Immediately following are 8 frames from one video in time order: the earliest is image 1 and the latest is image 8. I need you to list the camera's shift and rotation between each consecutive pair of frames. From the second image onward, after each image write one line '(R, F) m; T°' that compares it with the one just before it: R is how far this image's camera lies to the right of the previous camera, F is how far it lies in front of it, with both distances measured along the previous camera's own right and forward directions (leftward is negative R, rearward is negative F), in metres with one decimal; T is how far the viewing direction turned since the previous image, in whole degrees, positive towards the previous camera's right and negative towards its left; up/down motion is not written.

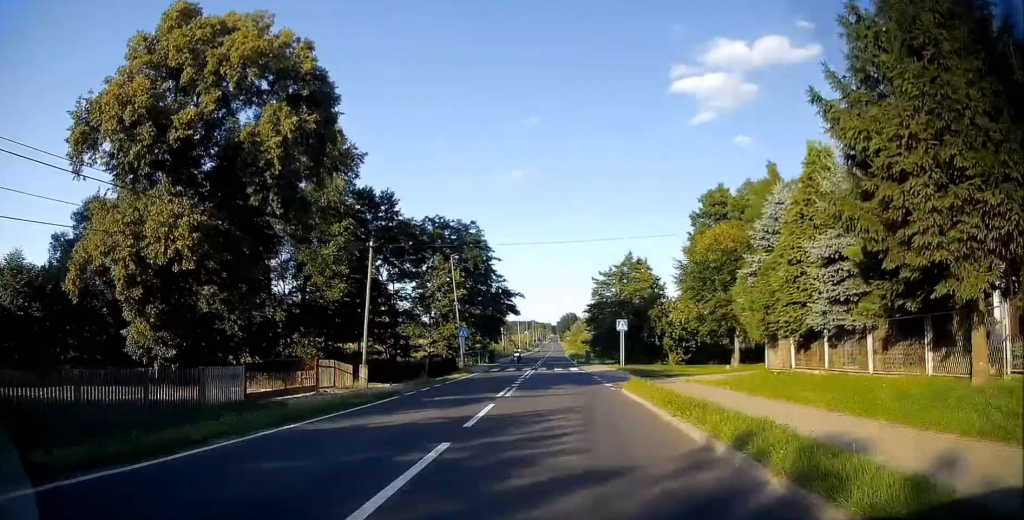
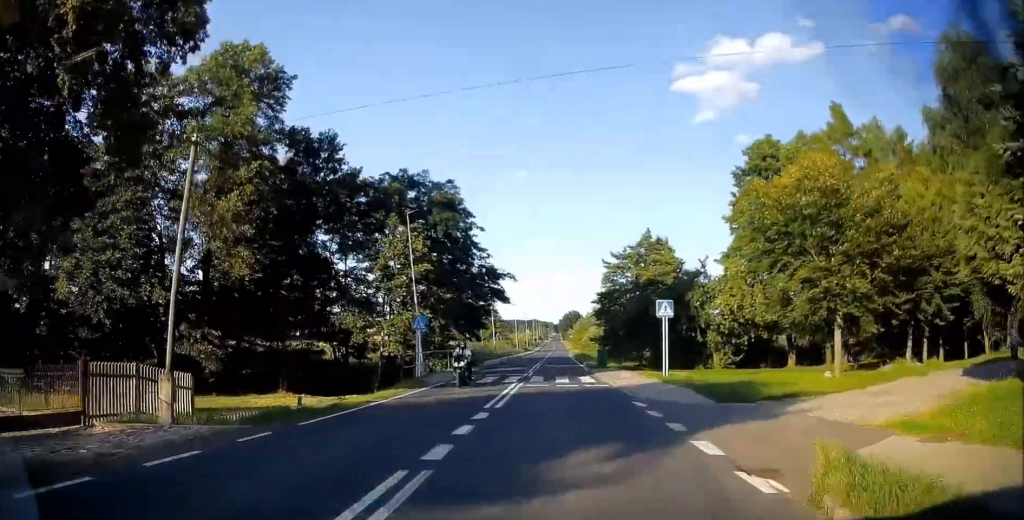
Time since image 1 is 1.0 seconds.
(-0.2, +14.2) m; 0°
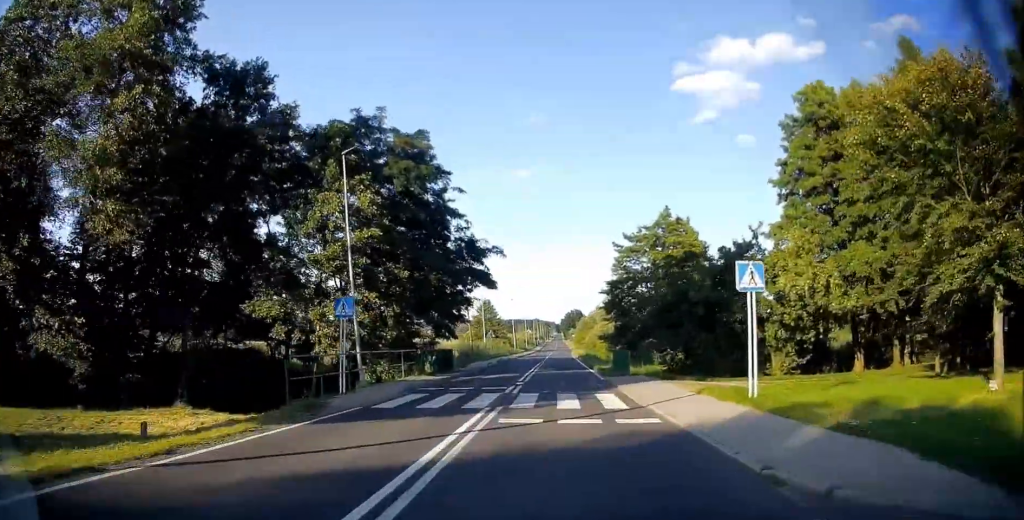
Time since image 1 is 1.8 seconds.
(0.0, +10.3) m; 0°
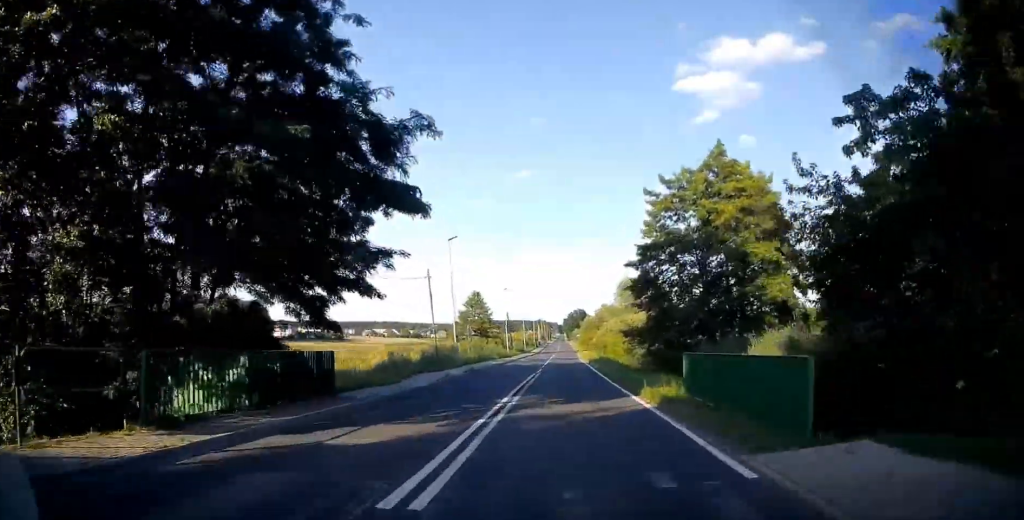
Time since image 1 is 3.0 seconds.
(-0.2, +18.1) m; -1°
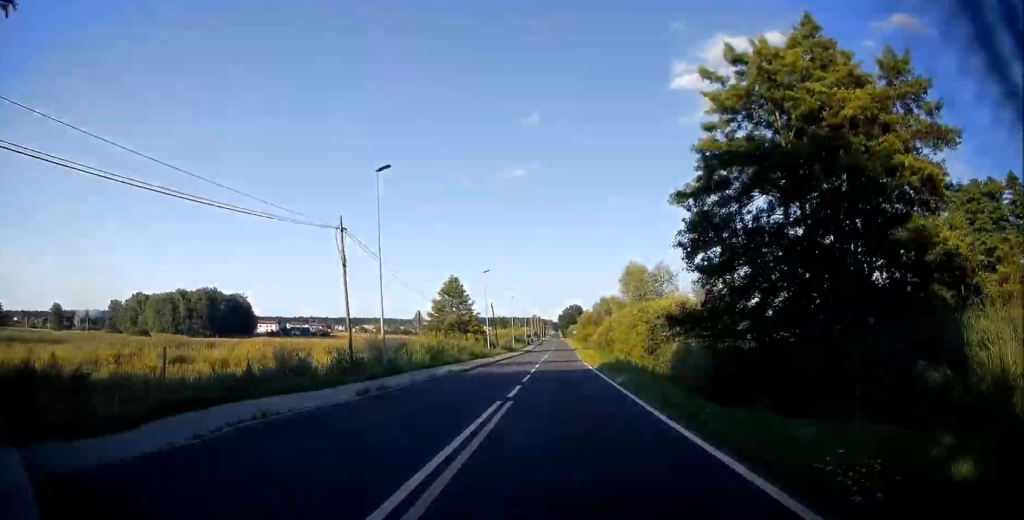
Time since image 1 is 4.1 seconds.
(+0.1, +15.9) m; +1°
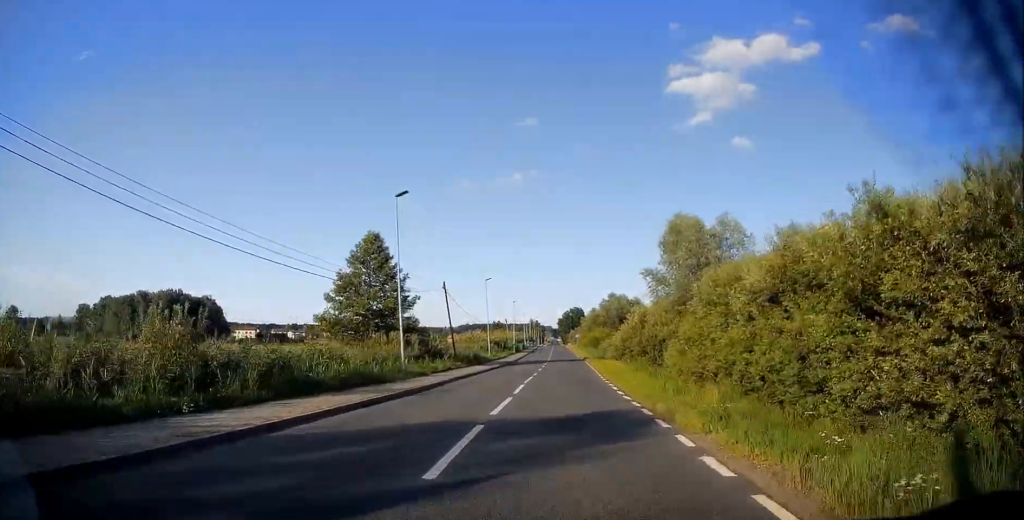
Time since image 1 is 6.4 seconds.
(+0.4, +33.4) m; 0°
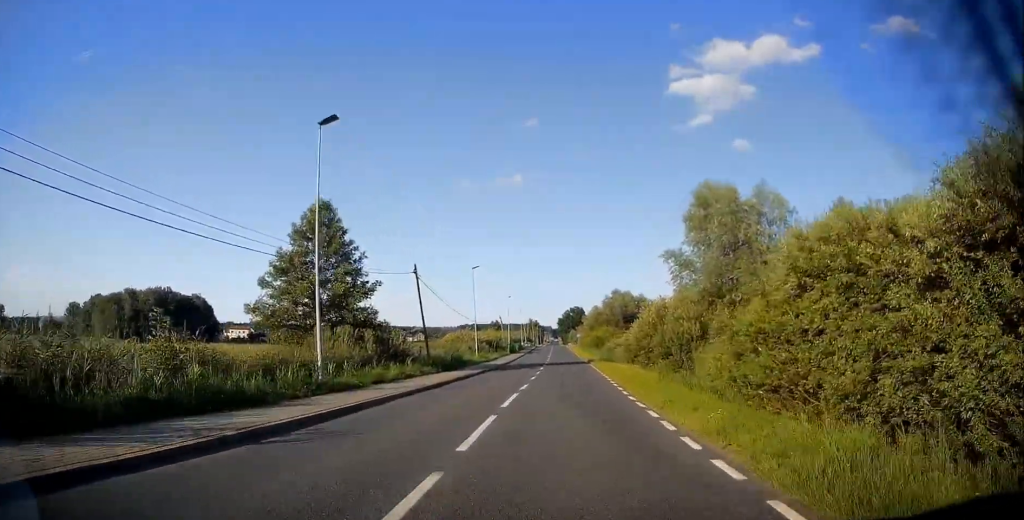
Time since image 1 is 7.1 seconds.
(-0.2, +9.7) m; 0°
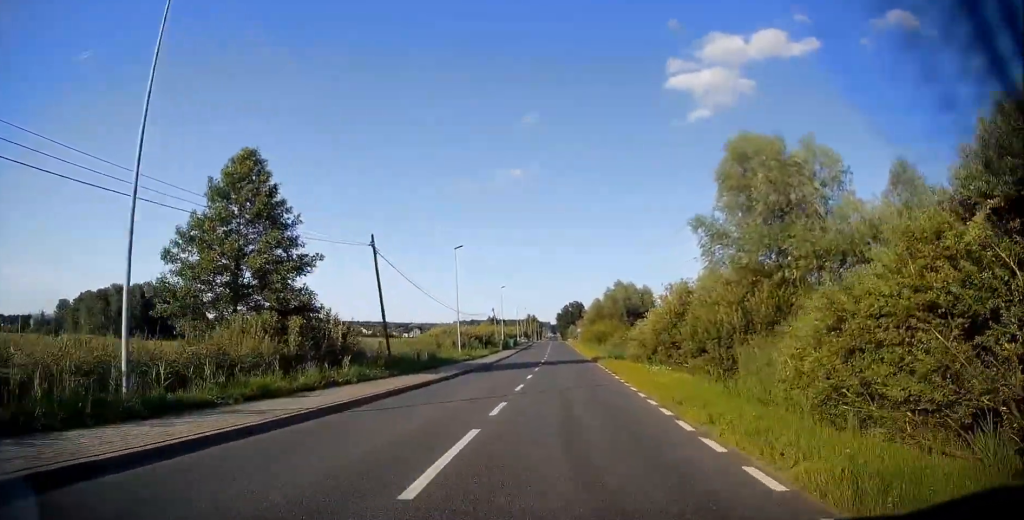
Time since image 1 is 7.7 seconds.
(-0.1, +8.7) m; 0°
